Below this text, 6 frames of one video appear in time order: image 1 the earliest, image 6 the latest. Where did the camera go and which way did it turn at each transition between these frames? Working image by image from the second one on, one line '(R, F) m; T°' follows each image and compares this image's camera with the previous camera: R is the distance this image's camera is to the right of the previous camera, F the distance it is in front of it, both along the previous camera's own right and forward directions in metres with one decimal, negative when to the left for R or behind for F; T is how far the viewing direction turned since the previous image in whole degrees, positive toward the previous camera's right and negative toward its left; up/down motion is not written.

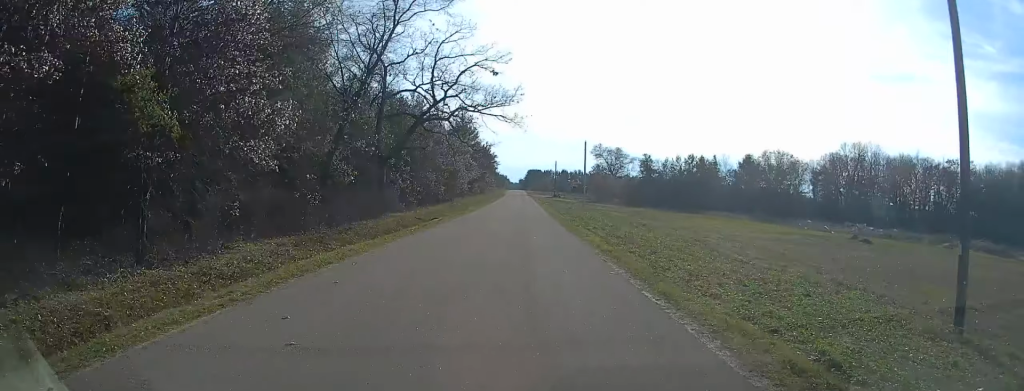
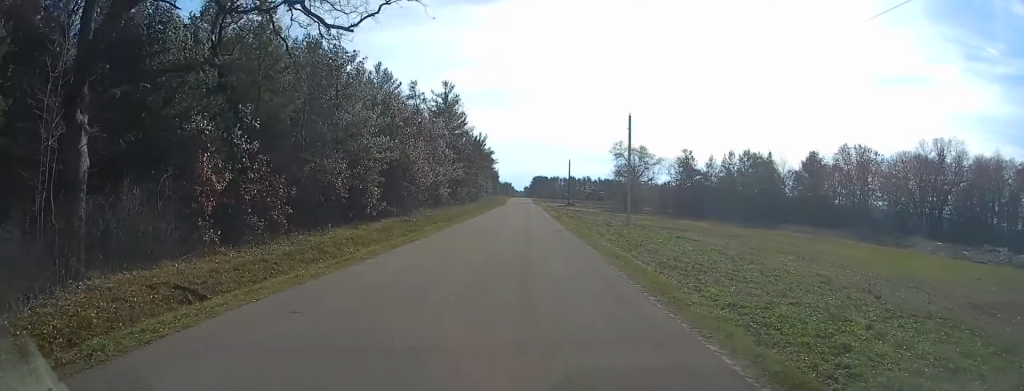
(-0.1, +33.9) m; 0°
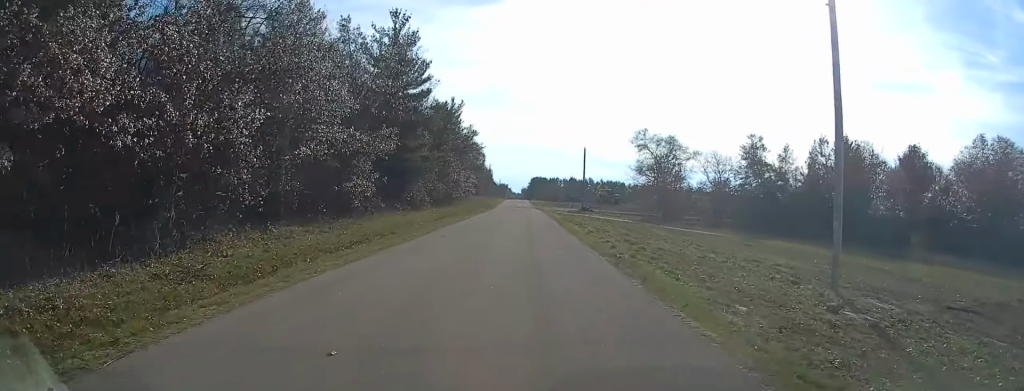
(0.0, +36.1) m; 0°
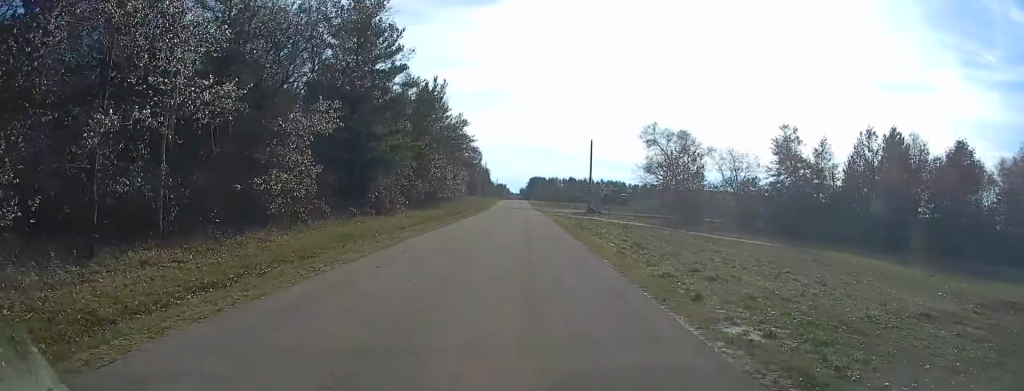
(0.0, +11.5) m; 0°
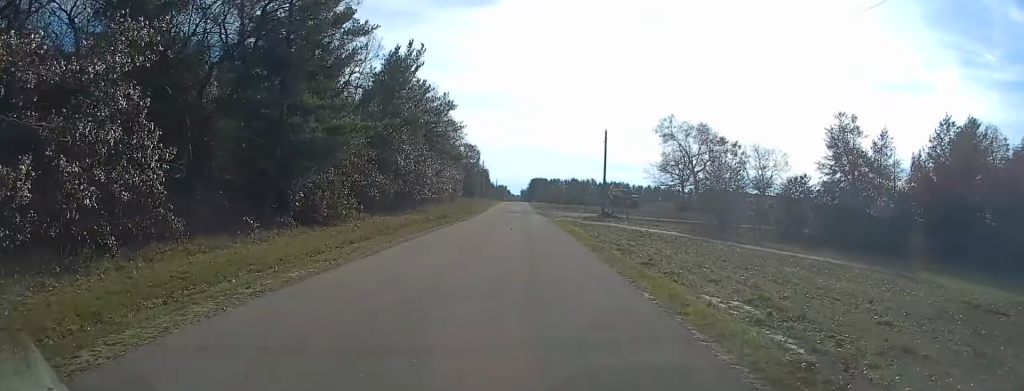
(+0.1, +13.4) m; 0°
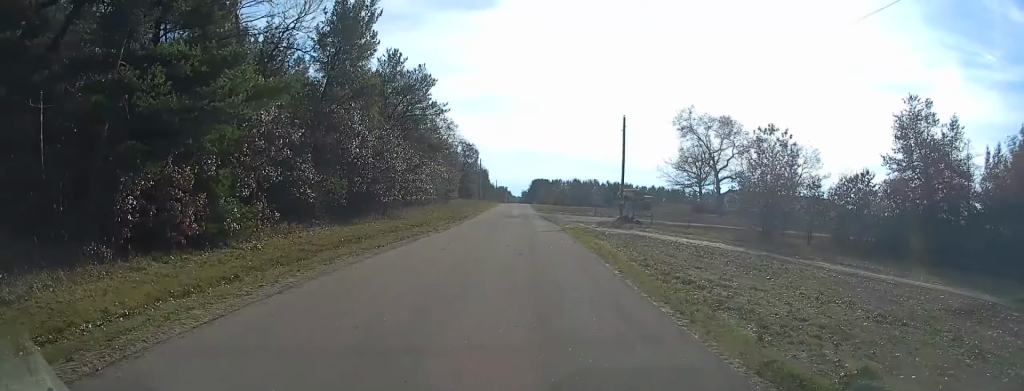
(0.0, +12.0) m; 0°
